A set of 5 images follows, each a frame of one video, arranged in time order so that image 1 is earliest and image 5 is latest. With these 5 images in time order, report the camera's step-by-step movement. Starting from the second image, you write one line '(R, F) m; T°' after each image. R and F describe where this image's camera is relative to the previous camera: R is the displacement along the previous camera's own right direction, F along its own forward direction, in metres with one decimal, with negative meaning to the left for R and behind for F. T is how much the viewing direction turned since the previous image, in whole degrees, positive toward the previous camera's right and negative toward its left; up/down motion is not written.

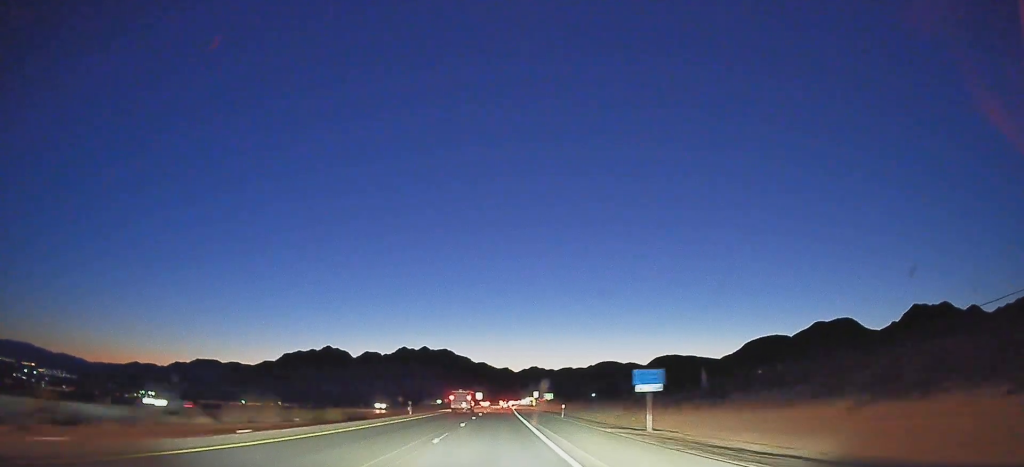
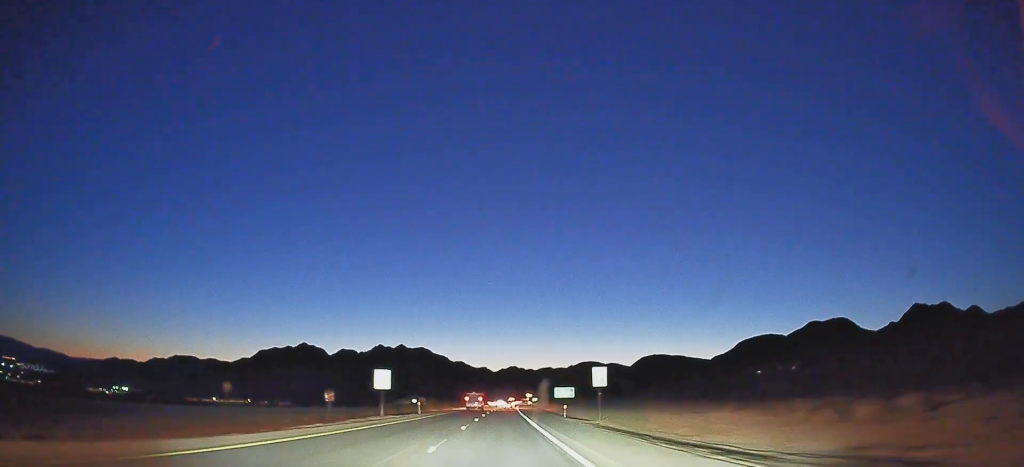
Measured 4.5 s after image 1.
(+2.6, +123.7) m; +3°
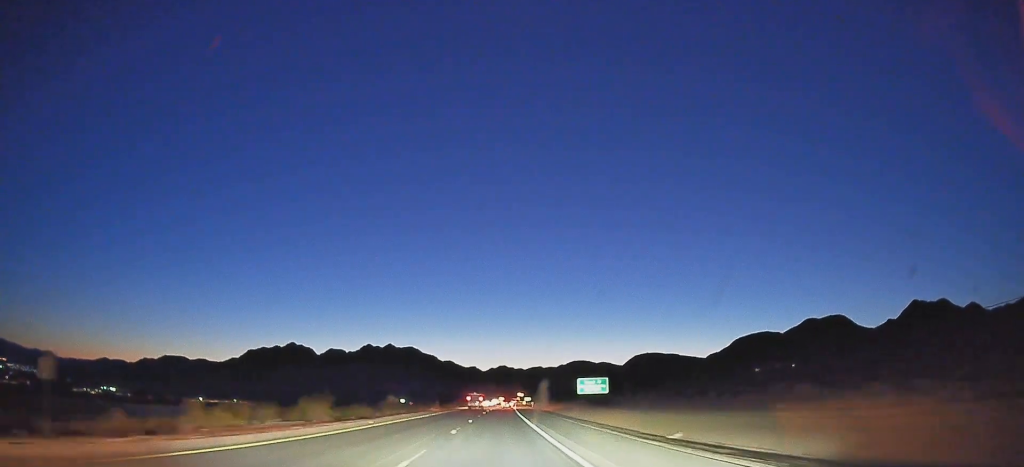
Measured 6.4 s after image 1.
(+0.7, +52.3) m; +1°
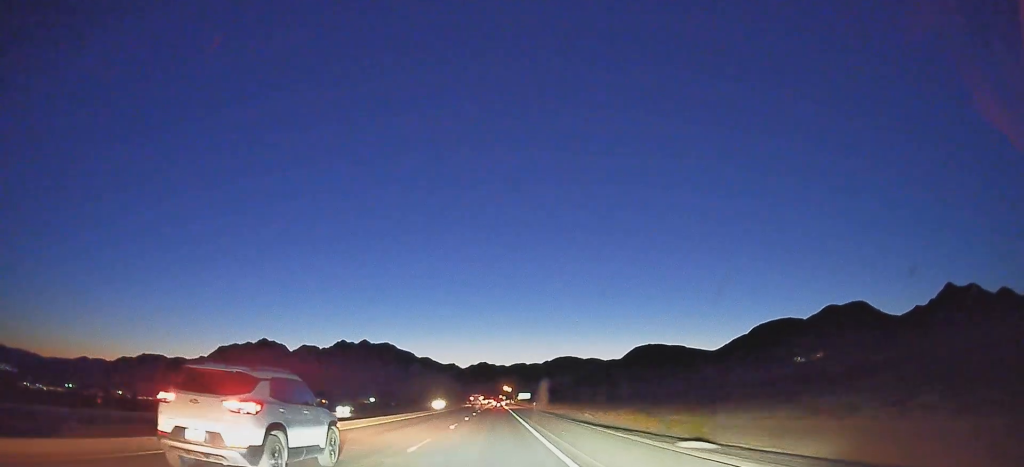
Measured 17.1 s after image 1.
(+5.2, +297.6) m; +1°
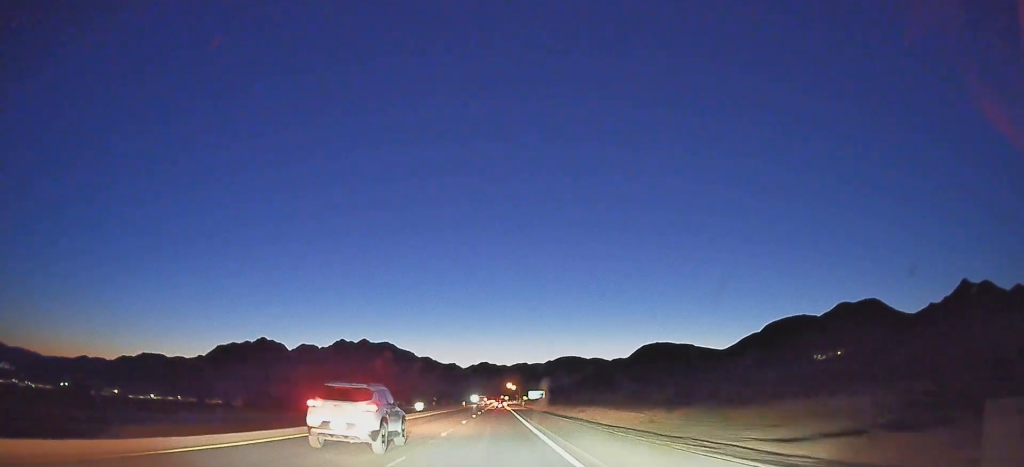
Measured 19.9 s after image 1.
(0.0, +78.6) m; 0°
